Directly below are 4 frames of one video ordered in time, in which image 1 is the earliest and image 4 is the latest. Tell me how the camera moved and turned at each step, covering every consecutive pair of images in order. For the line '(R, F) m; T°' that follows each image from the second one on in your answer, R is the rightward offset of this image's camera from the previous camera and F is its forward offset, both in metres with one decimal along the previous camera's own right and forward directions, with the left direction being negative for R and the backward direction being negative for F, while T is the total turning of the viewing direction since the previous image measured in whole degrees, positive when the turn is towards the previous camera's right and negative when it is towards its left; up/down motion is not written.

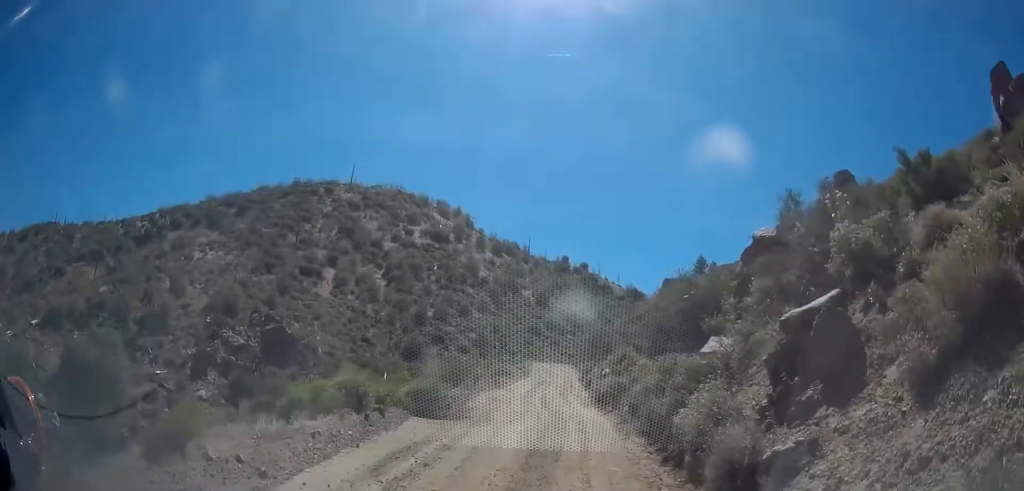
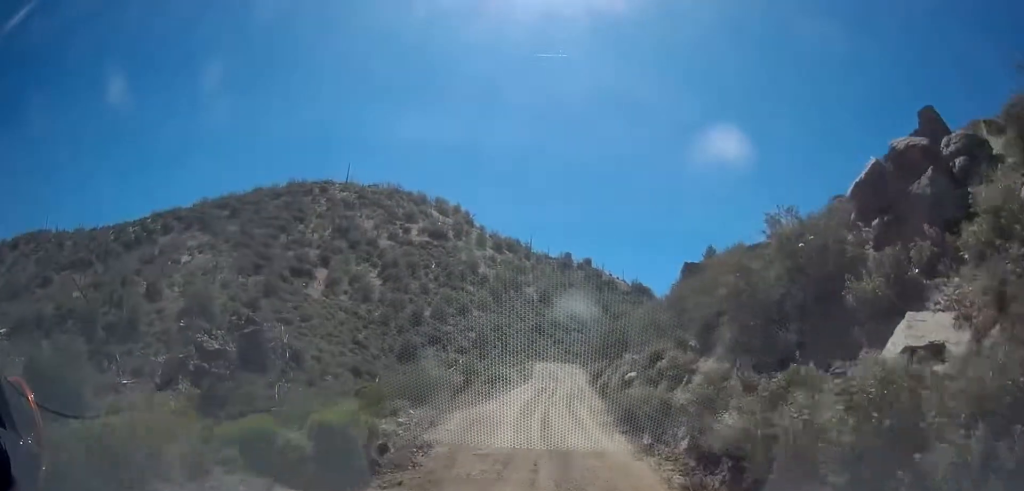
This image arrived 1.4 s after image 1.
(-0.2, +7.1) m; -2°
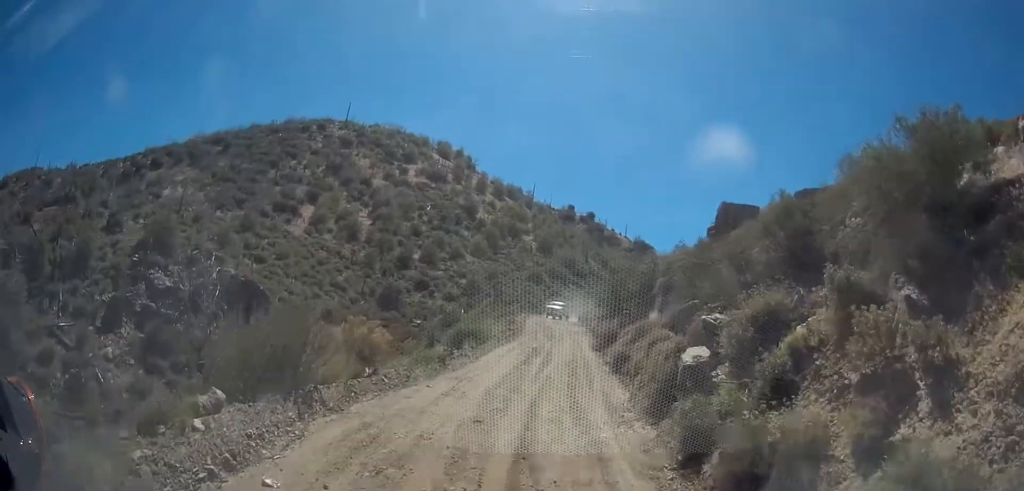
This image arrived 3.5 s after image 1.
(0.0, +9.4) m; -1°
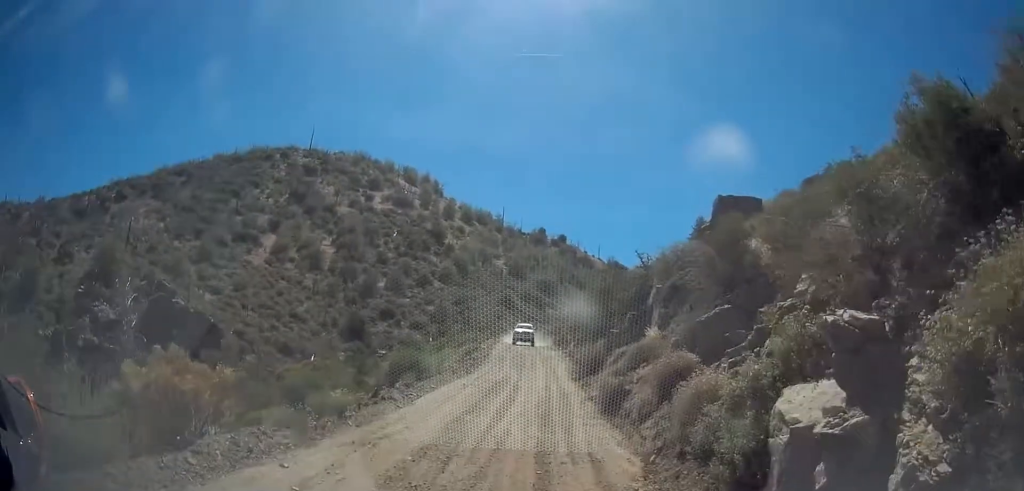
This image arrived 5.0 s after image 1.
(+0.5, +5.9) m; +5°
